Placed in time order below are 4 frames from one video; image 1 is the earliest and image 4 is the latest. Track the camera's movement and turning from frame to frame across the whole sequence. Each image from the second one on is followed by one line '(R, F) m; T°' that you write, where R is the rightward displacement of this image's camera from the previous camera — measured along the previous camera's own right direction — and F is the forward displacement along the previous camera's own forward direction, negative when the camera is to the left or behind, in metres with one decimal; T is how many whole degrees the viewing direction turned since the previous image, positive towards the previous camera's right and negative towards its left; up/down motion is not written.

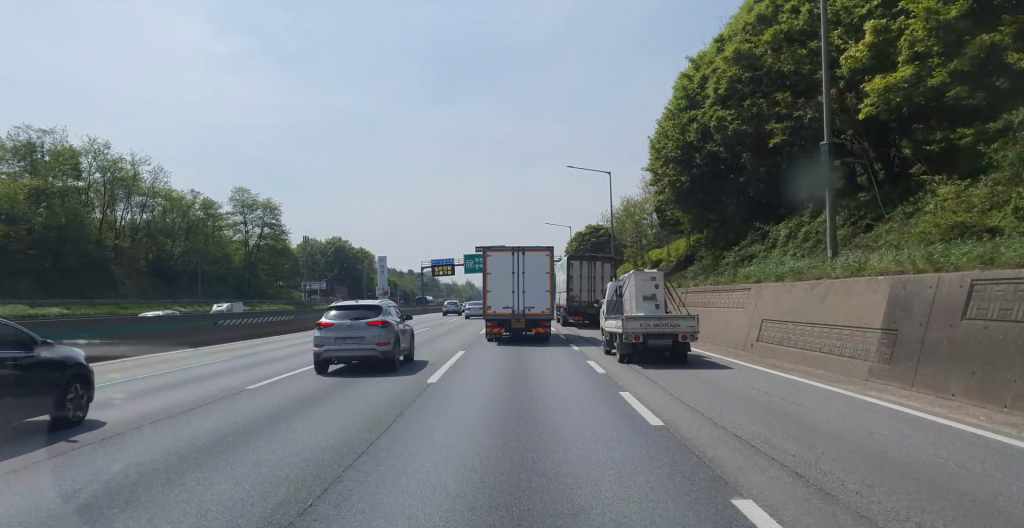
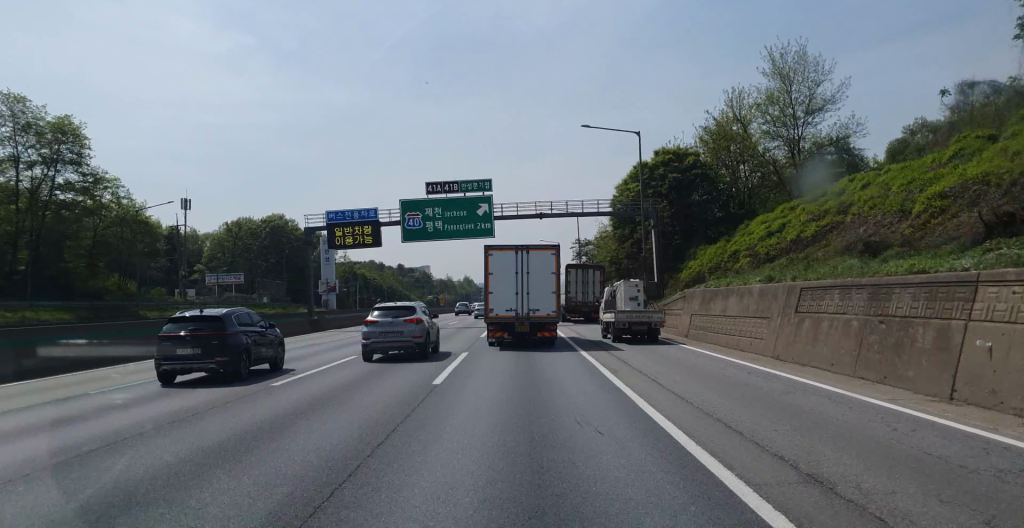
(+1.9, +60.9) m; +3°
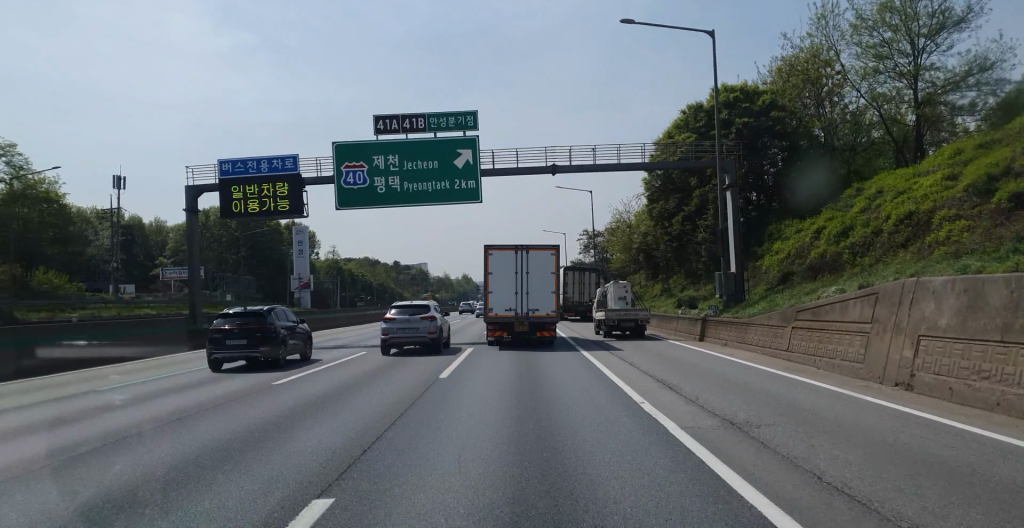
(-0.7, +17.9) m; -3°
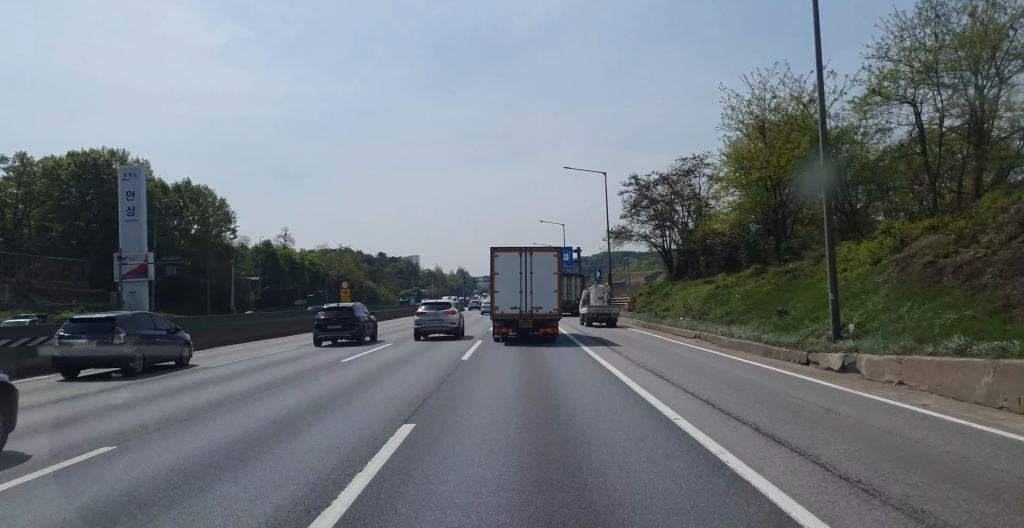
(+0.1, +56.9) m; +1°
